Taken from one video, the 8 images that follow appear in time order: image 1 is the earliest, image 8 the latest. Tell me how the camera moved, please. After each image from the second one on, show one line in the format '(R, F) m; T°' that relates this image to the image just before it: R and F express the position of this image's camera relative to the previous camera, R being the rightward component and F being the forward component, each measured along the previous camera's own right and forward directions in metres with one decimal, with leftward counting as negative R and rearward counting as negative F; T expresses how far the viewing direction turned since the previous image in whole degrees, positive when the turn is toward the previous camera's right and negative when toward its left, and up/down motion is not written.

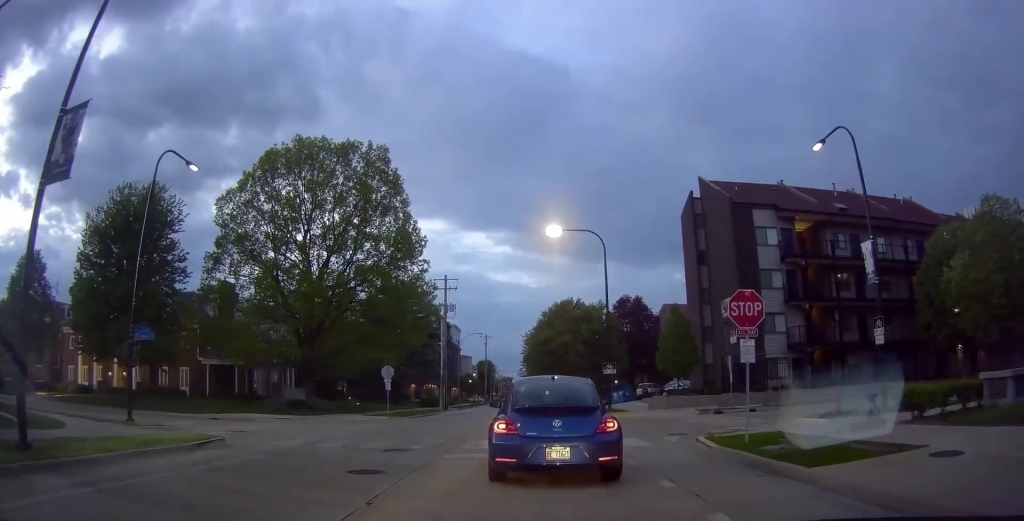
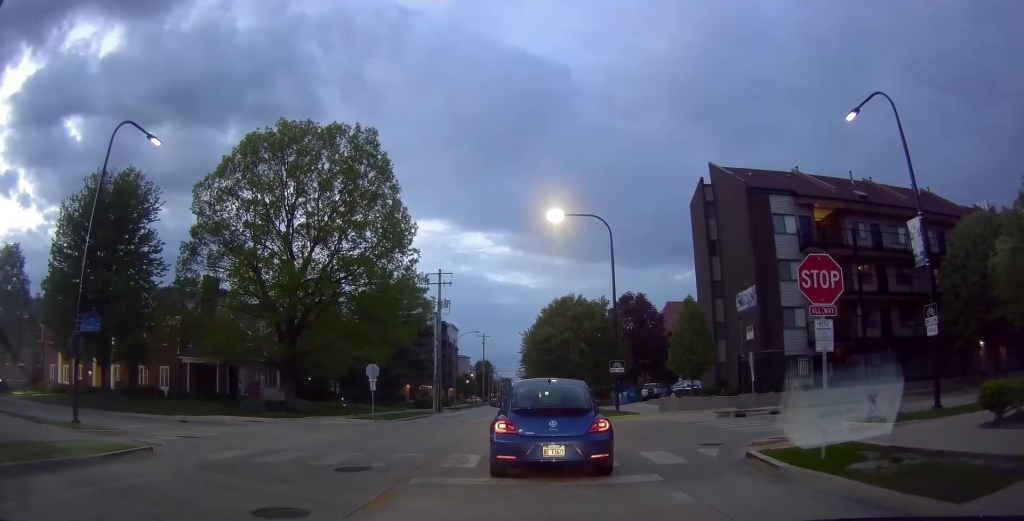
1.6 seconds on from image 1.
(0.0, +3.9) m; 0°
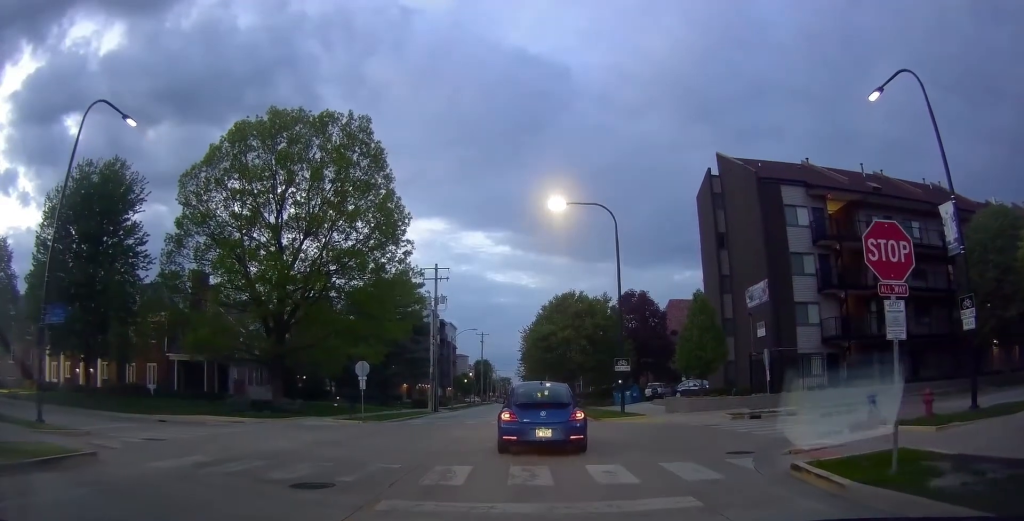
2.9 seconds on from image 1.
(0.0, +2.6) m; 0°
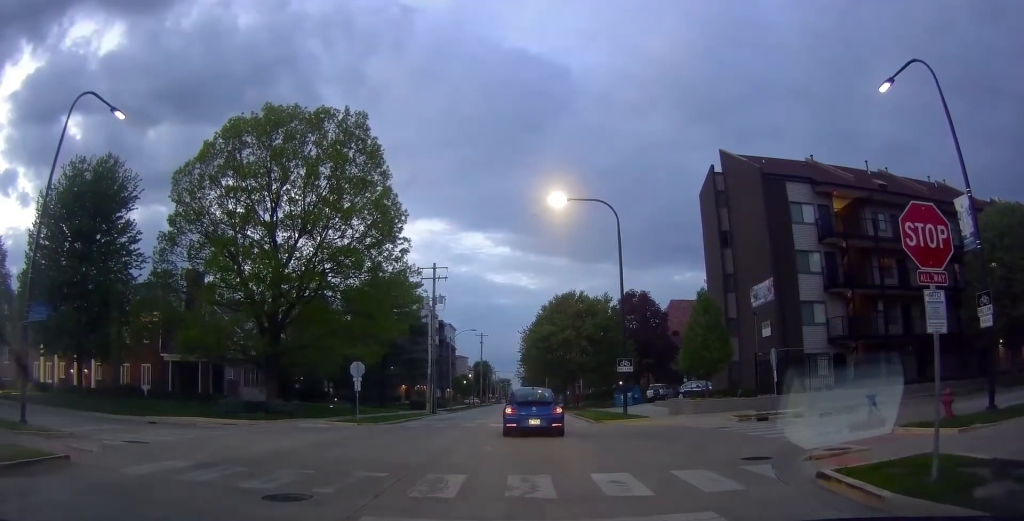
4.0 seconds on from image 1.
(0.0, +1.9) m; 0°
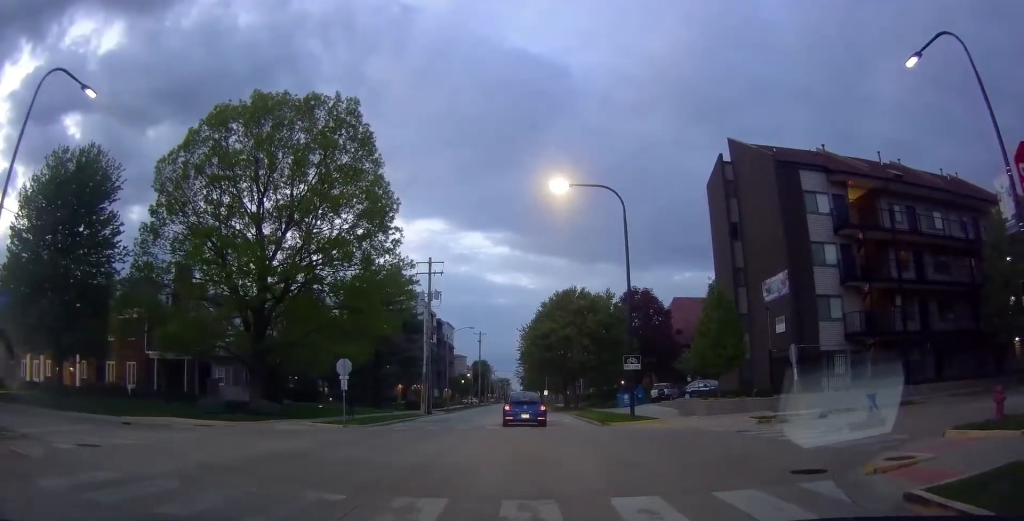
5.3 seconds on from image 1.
(0.0, +2.7) m; -1°
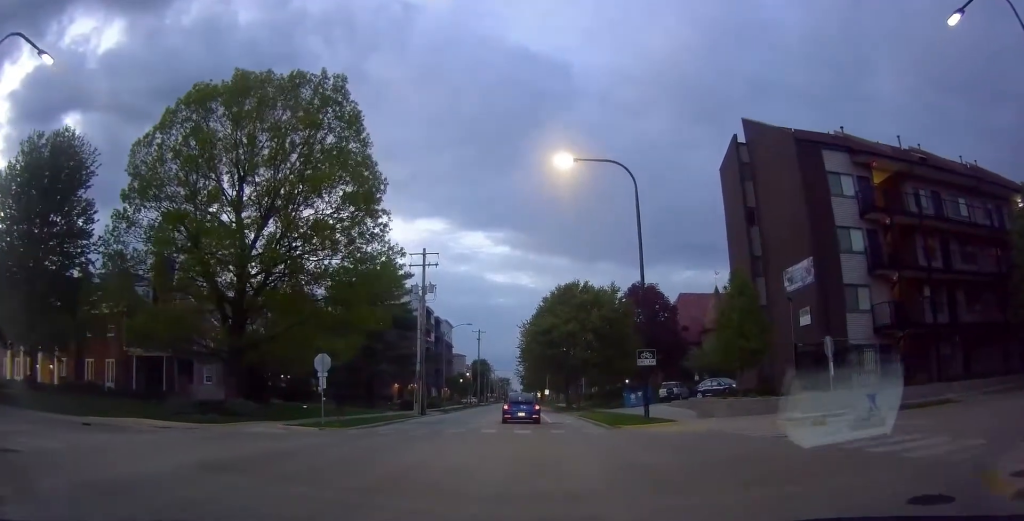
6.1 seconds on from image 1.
(0.0, +2.7) m; -5°
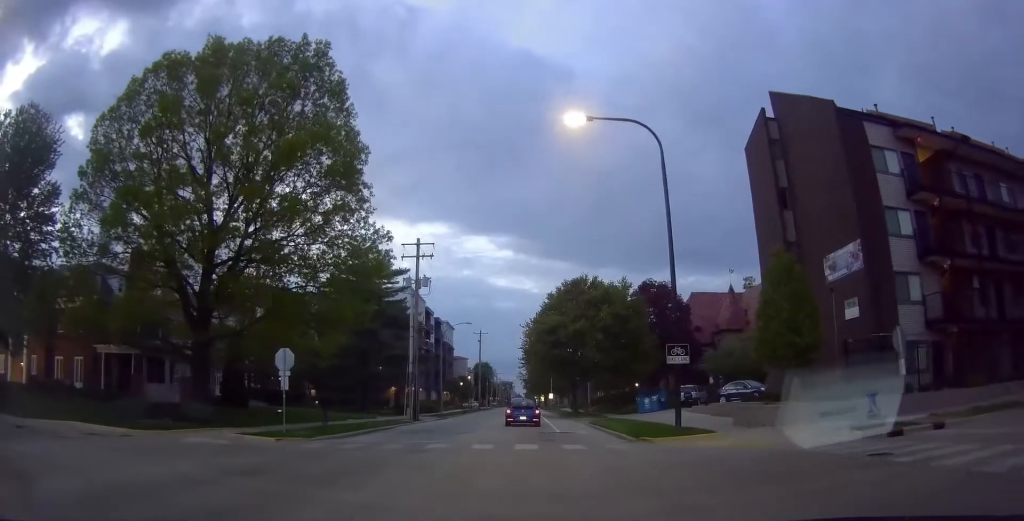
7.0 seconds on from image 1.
(-0.2, +3.6) m; -4°
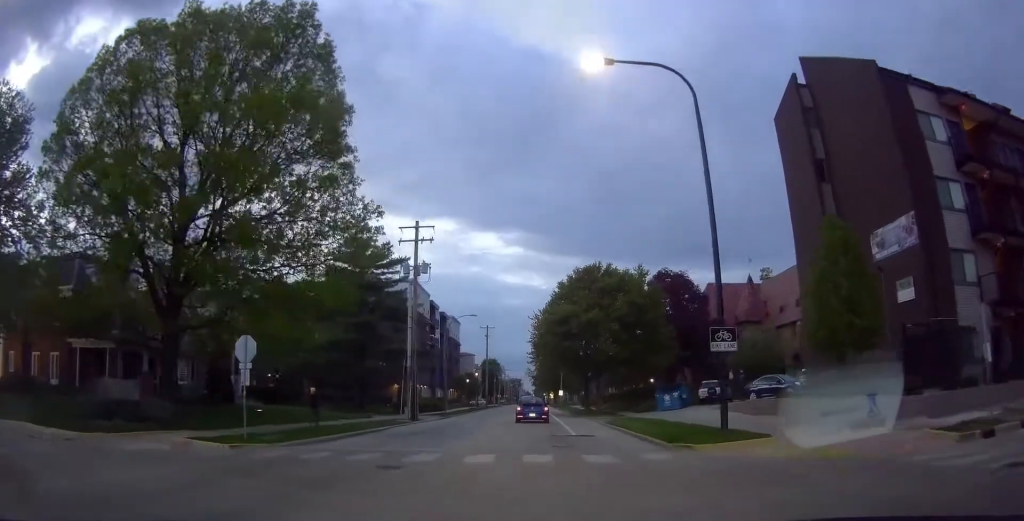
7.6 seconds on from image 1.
(-0.4, +3.3) m; +2°
